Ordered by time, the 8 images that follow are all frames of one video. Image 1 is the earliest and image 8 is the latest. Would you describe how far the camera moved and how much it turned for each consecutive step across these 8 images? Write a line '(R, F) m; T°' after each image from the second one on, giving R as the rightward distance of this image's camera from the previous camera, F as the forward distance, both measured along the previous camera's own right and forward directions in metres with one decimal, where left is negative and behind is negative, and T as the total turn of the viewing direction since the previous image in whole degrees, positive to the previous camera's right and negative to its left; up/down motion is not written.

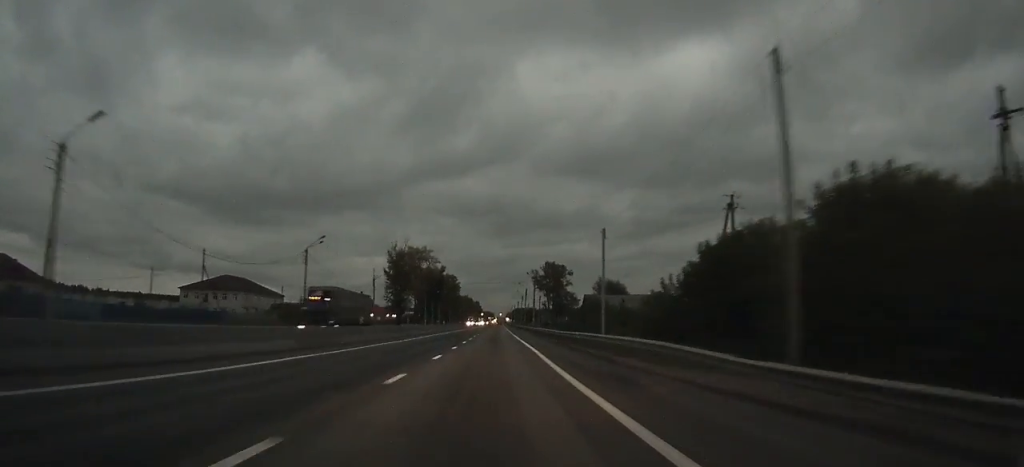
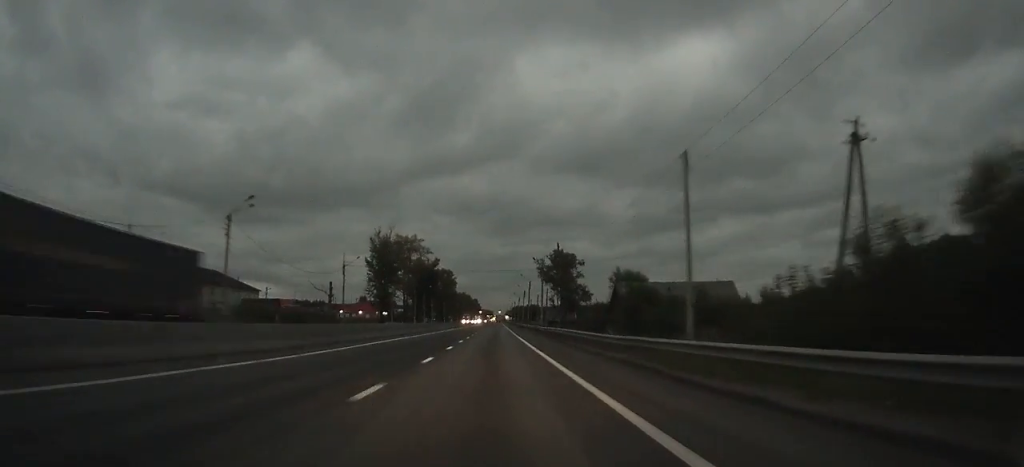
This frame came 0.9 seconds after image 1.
(0.0, +23.3) m; 0°
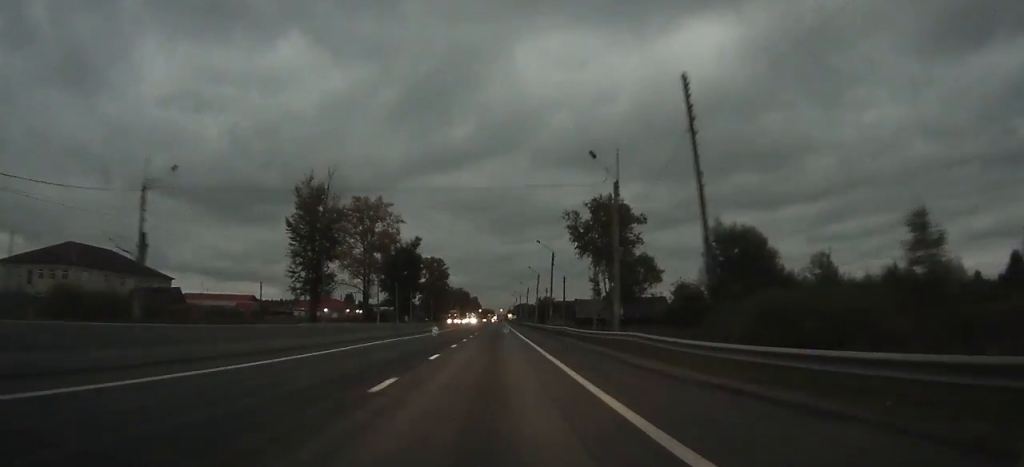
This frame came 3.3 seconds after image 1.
(-0.1, +60.6) m; 0°
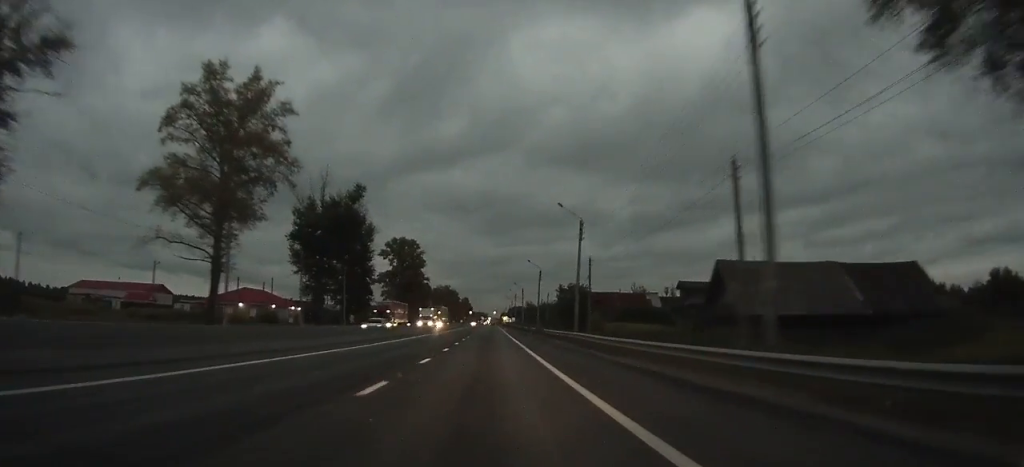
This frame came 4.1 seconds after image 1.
(0.0, +18.8) m; 0°
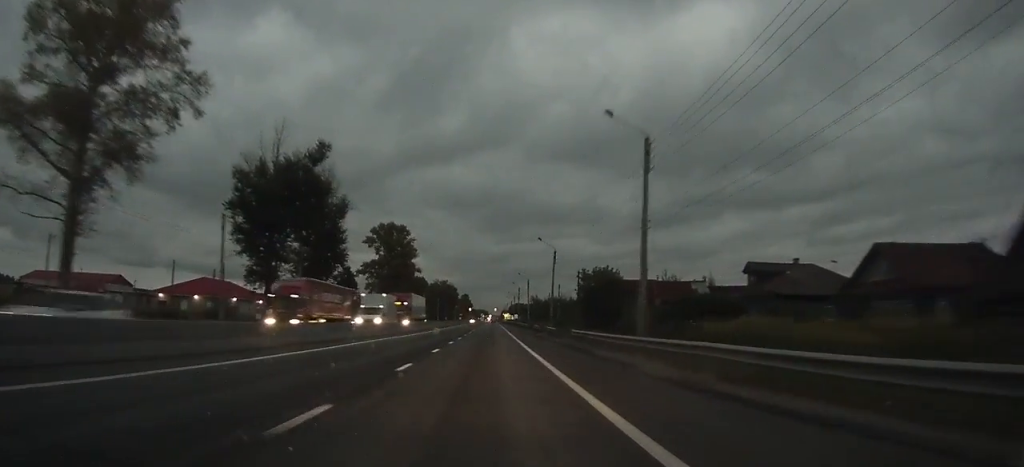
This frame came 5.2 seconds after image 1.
(0.0, +23.6) m; 0°
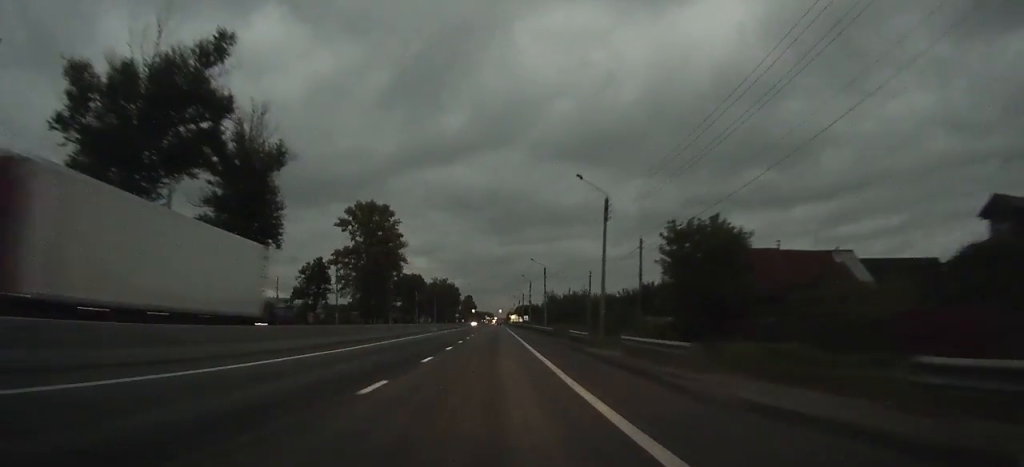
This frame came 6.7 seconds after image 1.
(0.0, +31.8) m; 0°
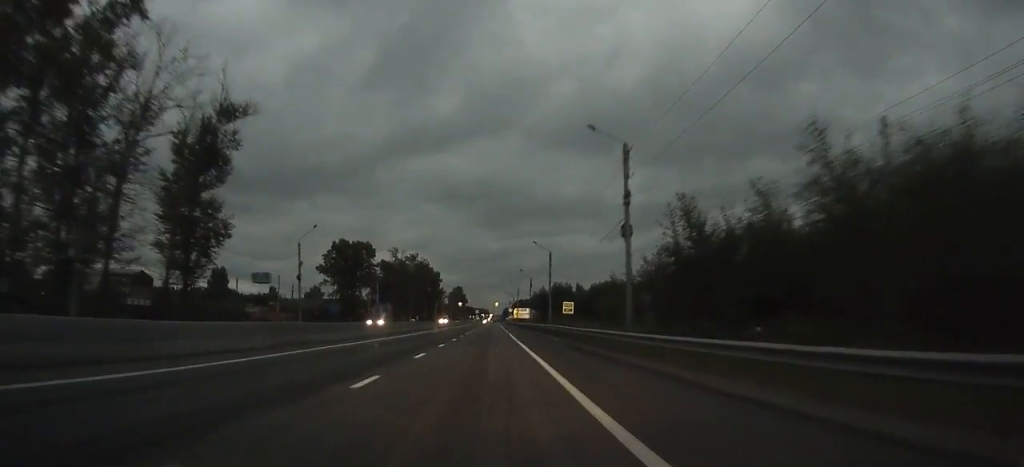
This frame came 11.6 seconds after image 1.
(+0.3, +89.1) m; 0°
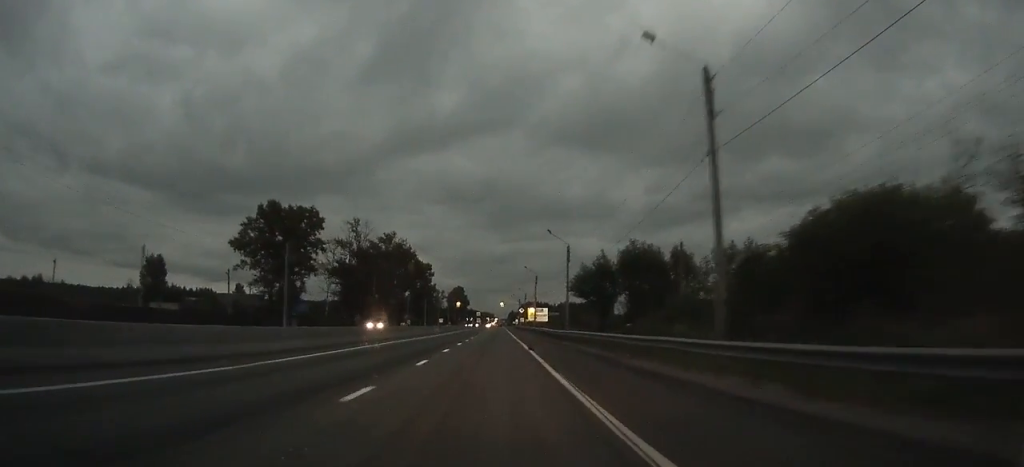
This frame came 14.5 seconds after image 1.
(-0.1, +49.6) m; 0°
